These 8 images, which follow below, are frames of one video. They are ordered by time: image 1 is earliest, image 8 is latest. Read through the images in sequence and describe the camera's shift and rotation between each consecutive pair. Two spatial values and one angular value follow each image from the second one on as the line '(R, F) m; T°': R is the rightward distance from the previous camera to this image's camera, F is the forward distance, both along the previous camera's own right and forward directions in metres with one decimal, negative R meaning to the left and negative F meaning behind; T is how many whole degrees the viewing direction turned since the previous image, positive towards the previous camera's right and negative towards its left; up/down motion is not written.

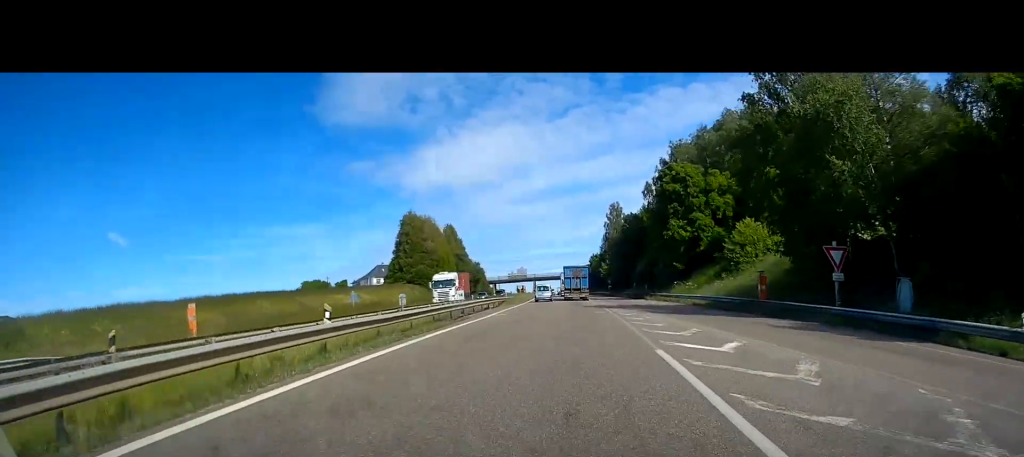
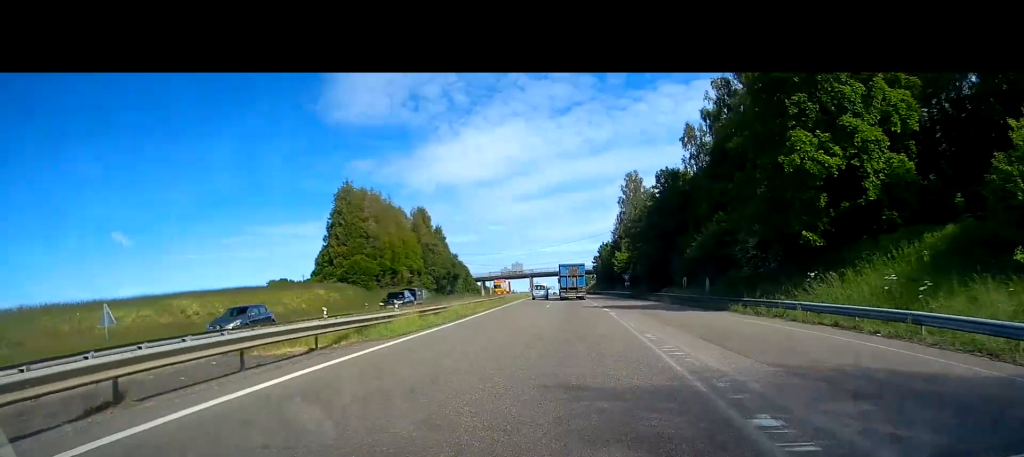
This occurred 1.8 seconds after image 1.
(-0.2, +37.4) m; 0°
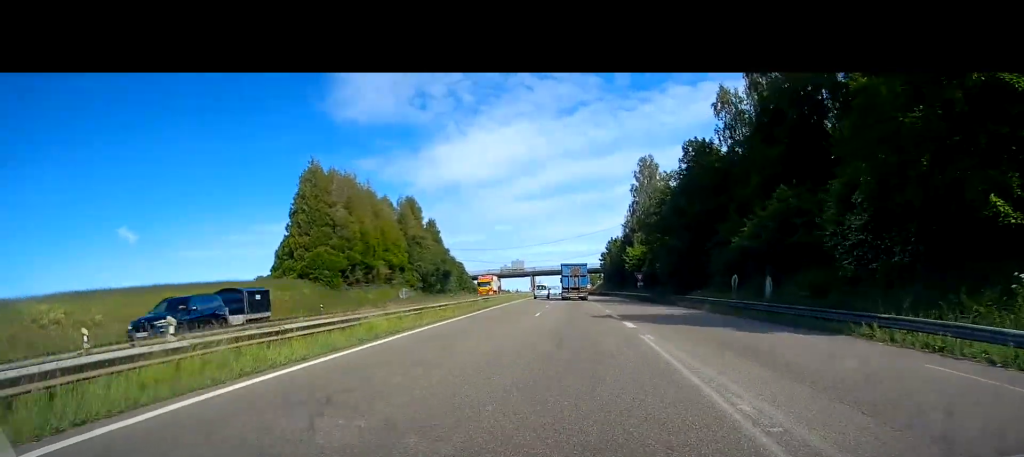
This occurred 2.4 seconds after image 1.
(0.0, +14.1) m; 0°
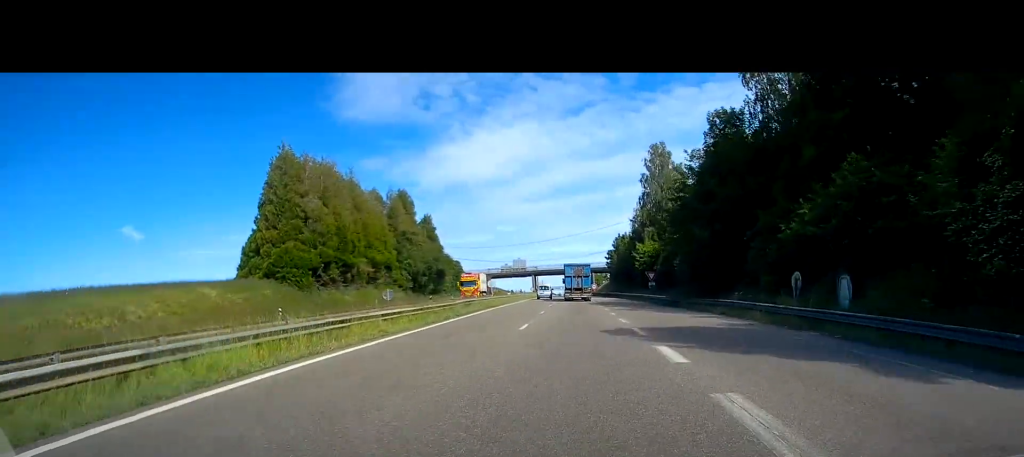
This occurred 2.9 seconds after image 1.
(0.0, +9.2) m; -1°
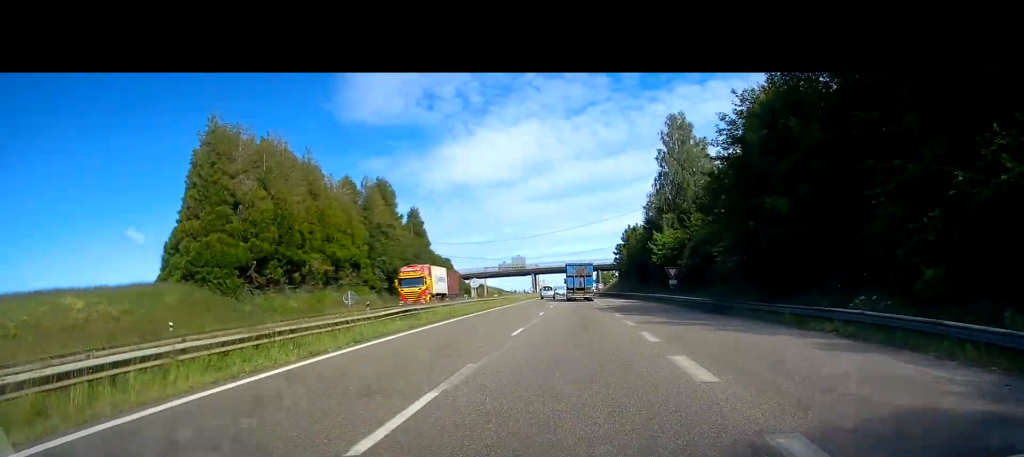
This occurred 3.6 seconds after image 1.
(-0.1, +14.8) m; -1°
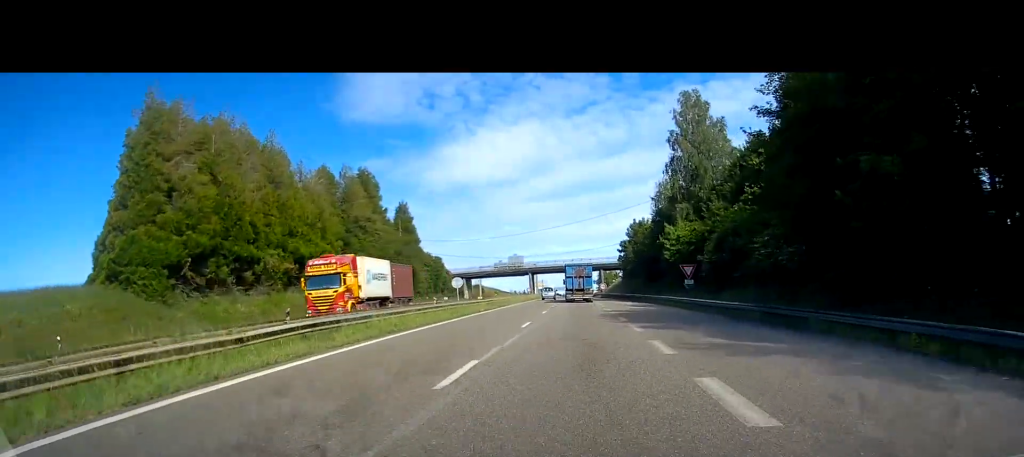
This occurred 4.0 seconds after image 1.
(-0.2, +9.2) m; -1°
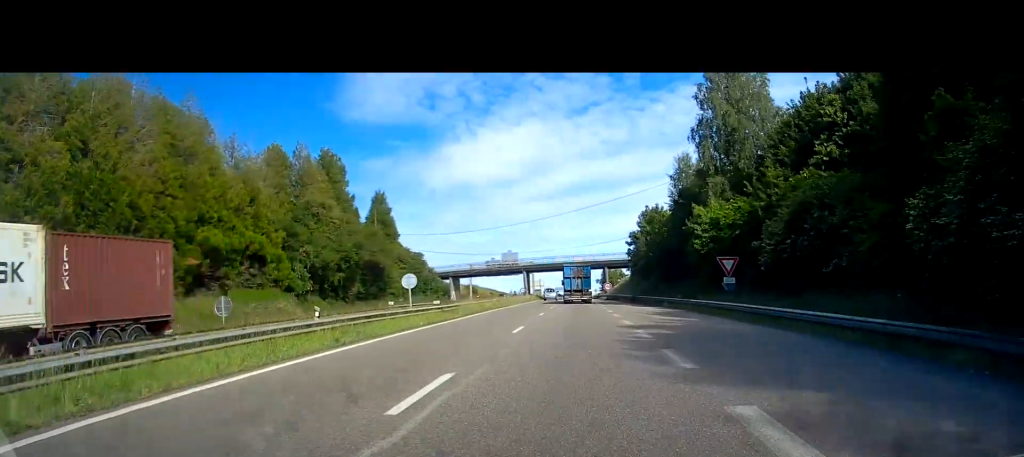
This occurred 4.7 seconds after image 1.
(-0.1, +14.9) m; 0°
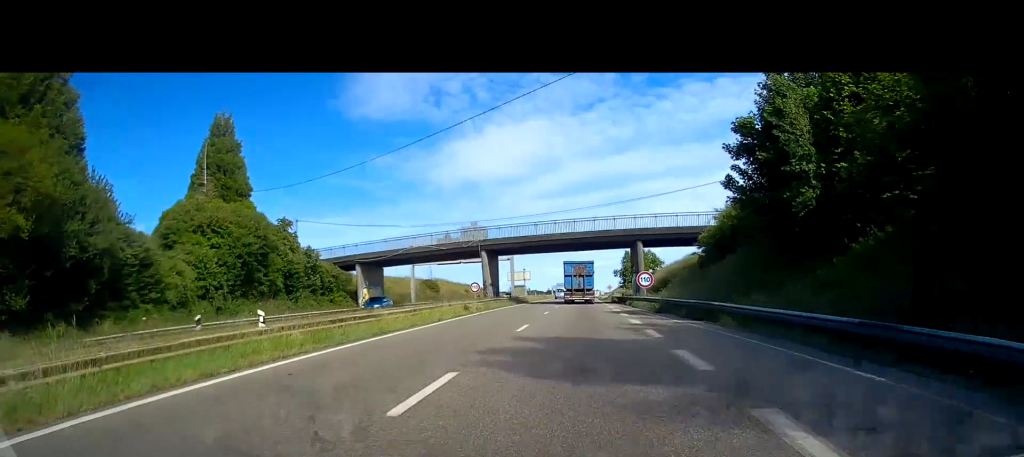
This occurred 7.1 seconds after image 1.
(+1.0, +50.9) m; +2°
